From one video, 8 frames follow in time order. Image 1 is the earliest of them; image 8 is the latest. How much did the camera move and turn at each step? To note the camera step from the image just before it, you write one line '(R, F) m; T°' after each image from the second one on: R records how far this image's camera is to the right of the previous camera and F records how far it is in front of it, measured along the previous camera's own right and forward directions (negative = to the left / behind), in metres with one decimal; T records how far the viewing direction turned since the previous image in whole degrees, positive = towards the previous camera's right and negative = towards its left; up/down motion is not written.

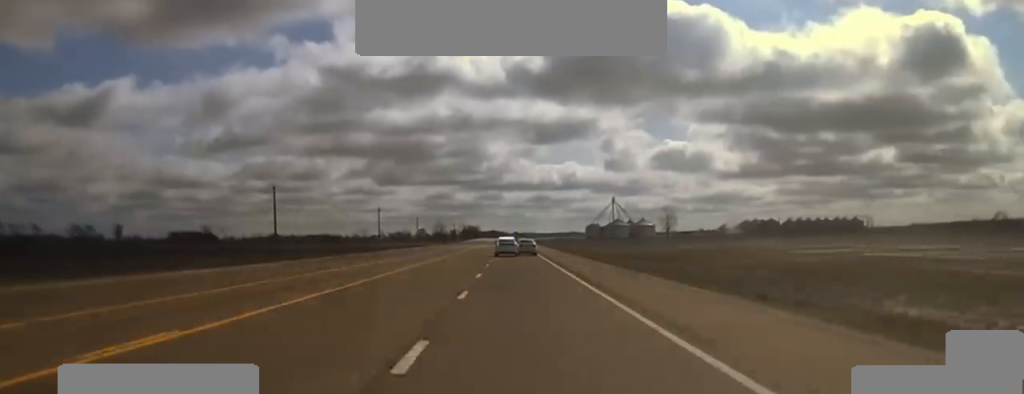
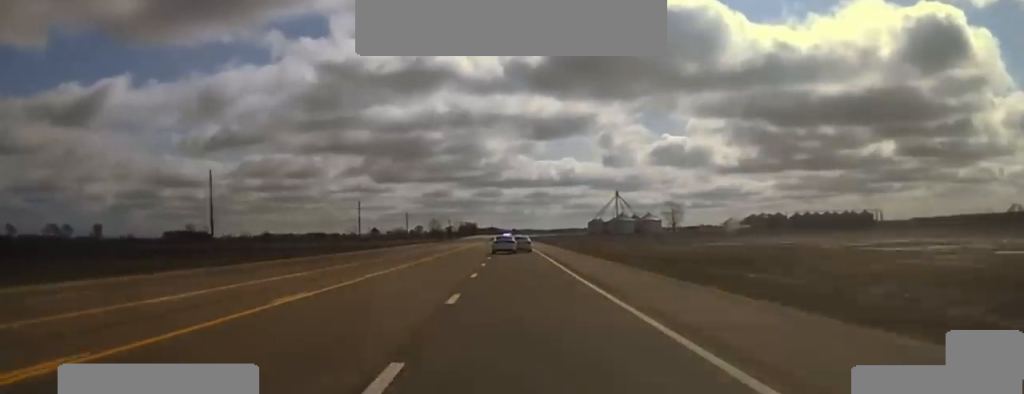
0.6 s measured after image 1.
(0.0, +27.3) m; 0°
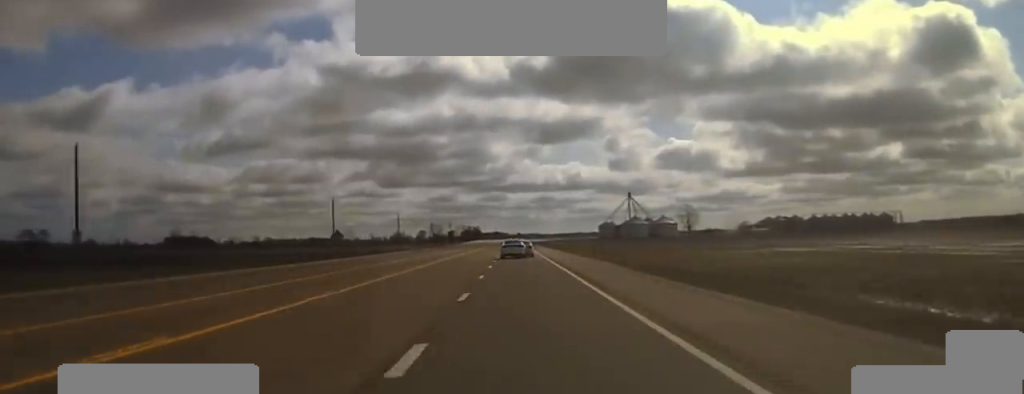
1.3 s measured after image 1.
(0.0, +36.6) m; 0°
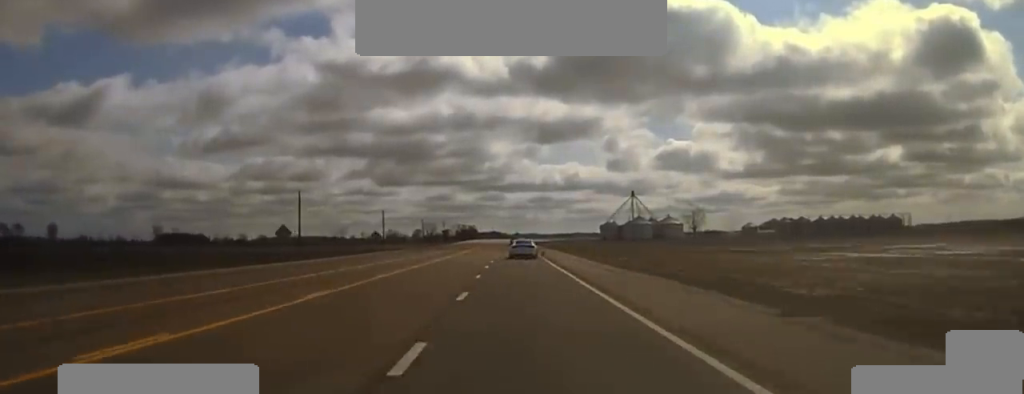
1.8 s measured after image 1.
(0.0, +27.9) m; 0°
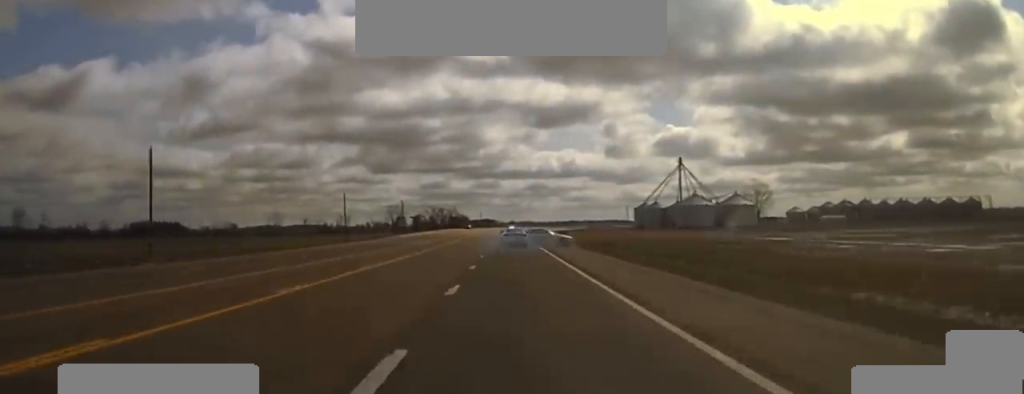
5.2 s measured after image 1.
(+0.2, +148.4) m; 0°
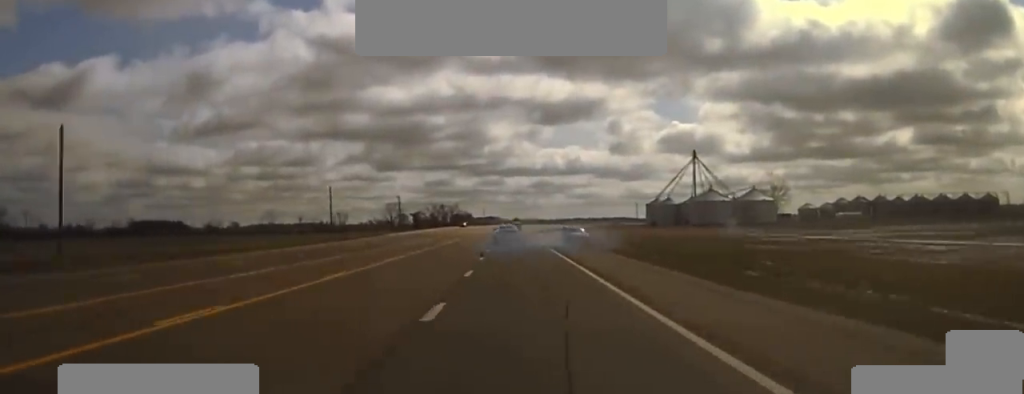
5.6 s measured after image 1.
(0.0, +16.5) m; 0°
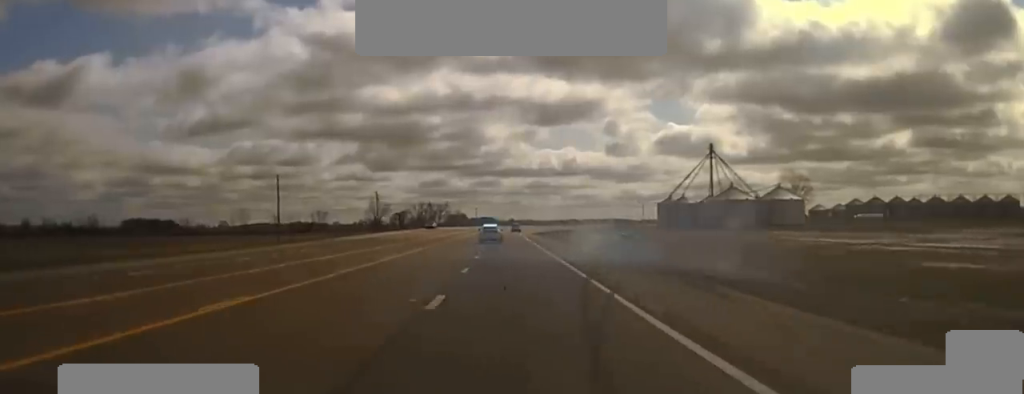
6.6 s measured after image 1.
(+0.1, +30.8) m; 0°
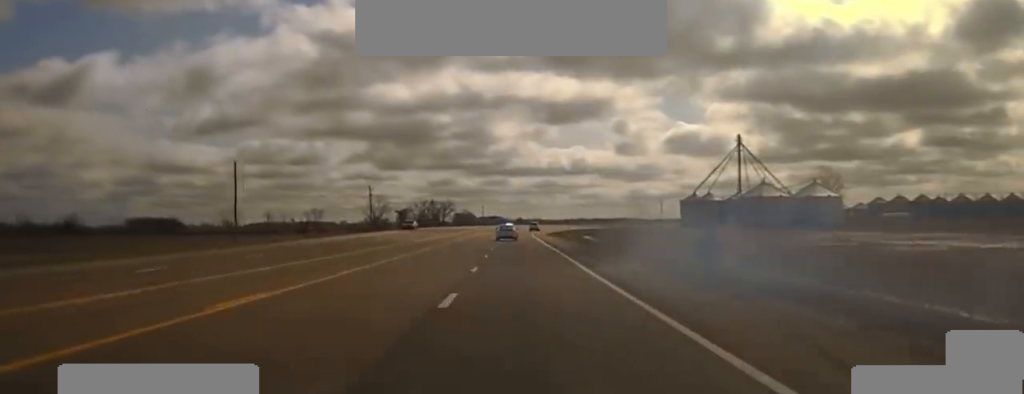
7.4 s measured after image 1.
(0.0, +22.4) m; 0°
